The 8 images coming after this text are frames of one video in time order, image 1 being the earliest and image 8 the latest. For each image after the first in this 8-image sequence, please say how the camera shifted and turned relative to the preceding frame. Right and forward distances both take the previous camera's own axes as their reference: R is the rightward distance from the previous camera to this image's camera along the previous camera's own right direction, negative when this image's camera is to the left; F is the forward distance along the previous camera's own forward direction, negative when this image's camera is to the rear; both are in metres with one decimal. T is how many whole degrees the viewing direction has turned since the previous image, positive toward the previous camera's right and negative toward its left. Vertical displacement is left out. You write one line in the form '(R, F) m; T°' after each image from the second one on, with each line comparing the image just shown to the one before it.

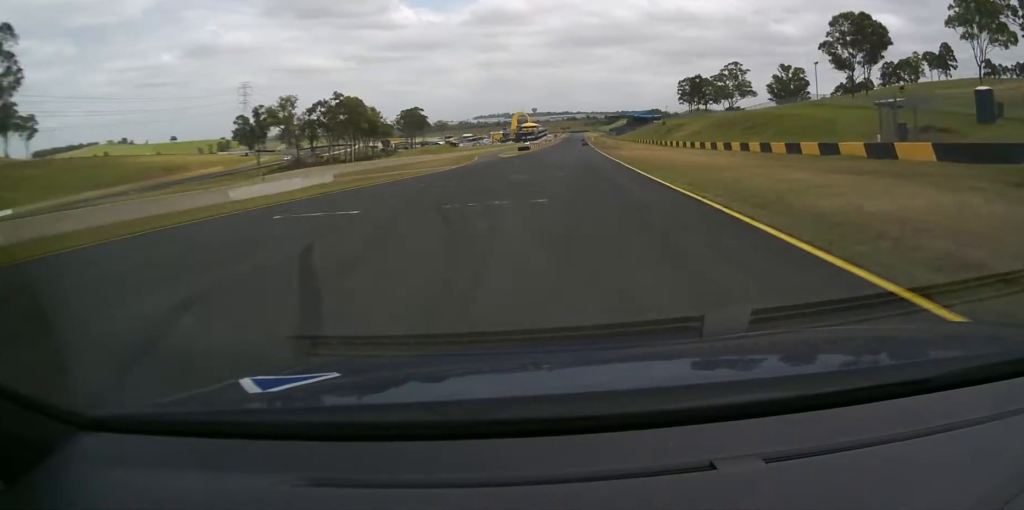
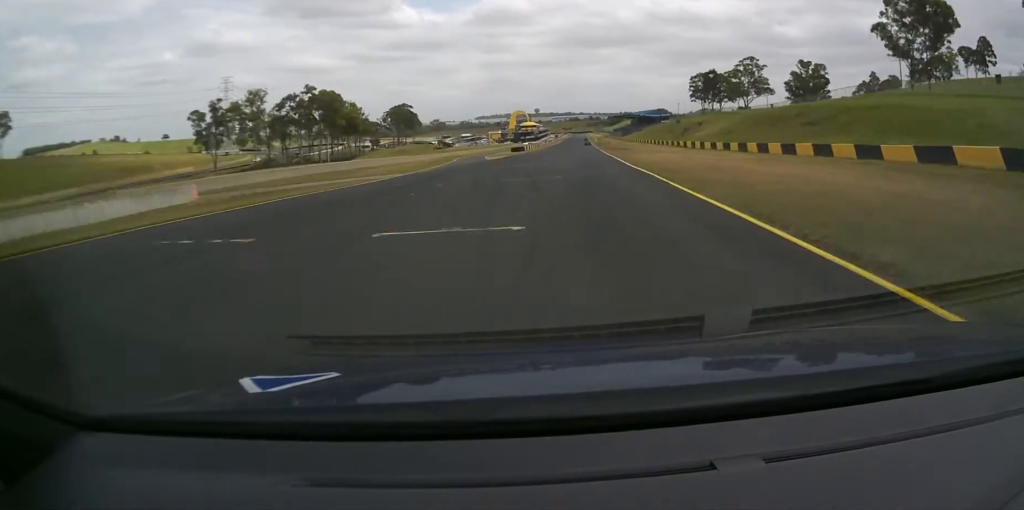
(-0.3, +22.5) m; 0°
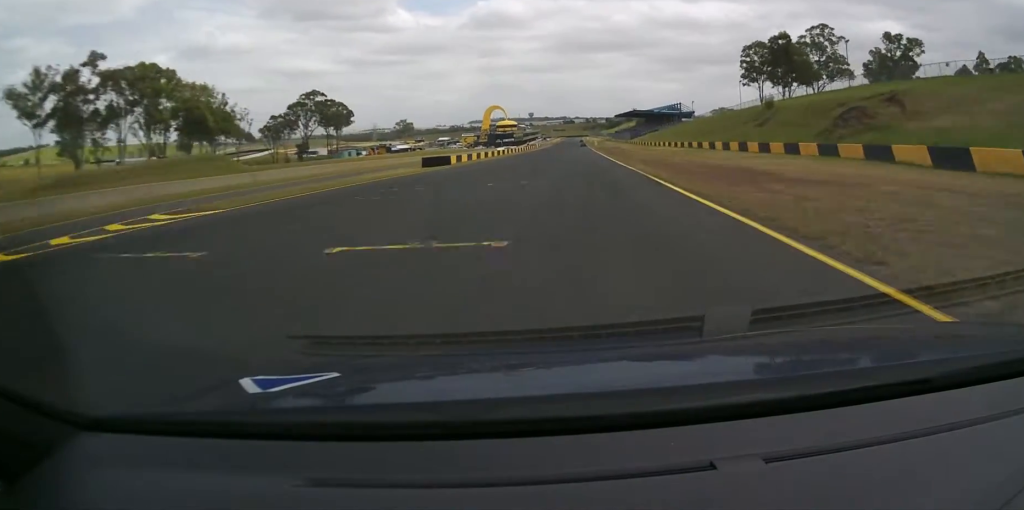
(-0.6, +81.8) m; -1°
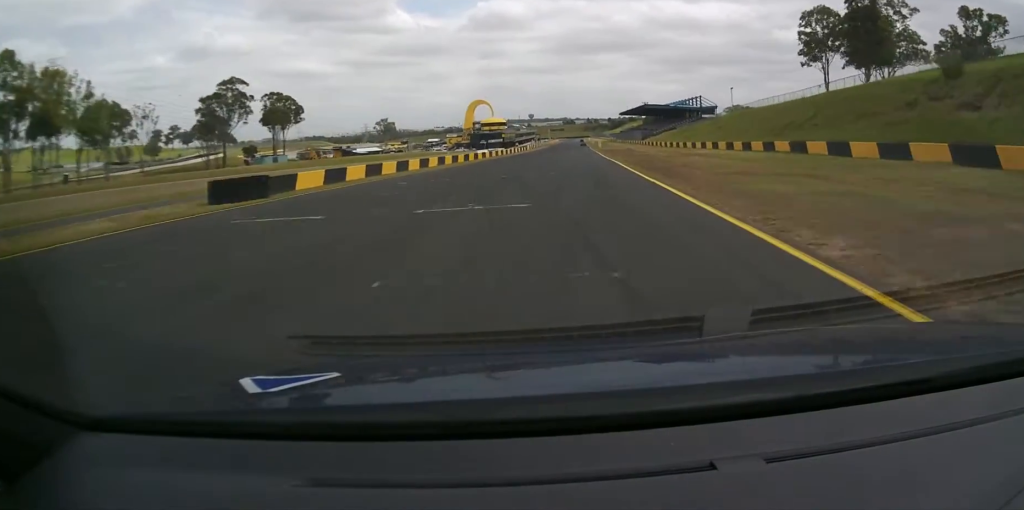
(-0.4, +41.1) m; 0°
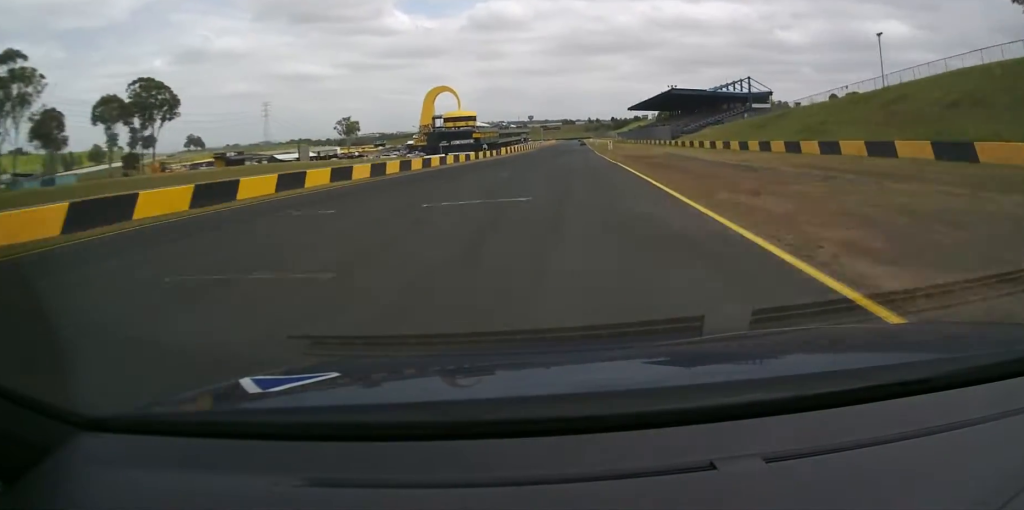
(+0.4, +58.2) m; 0°
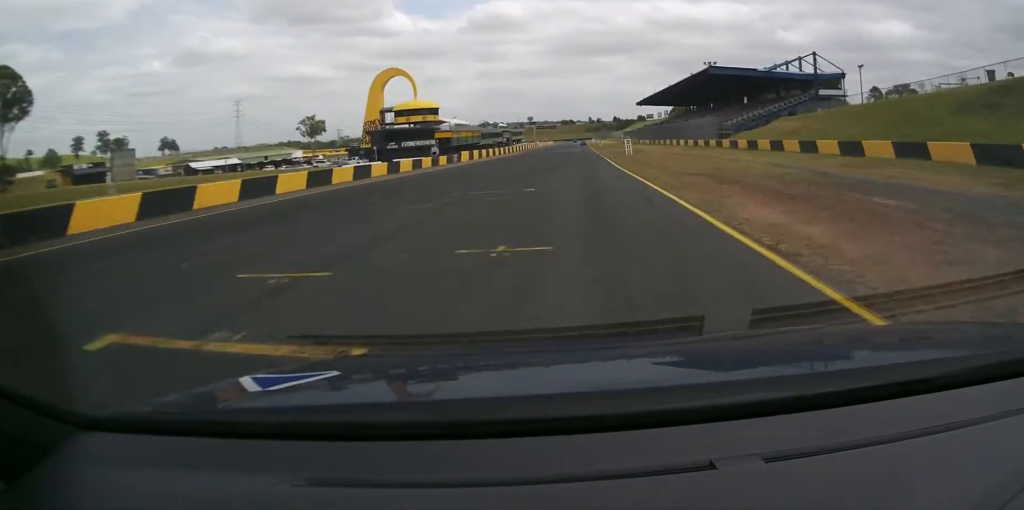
(0.0, +48.5) m; 0°
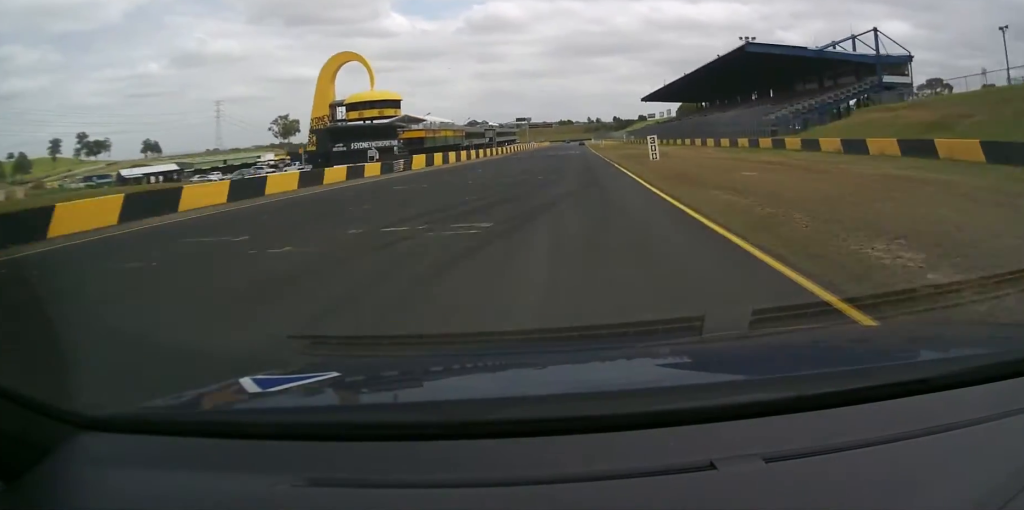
(0.0, +27.8) m; 0°
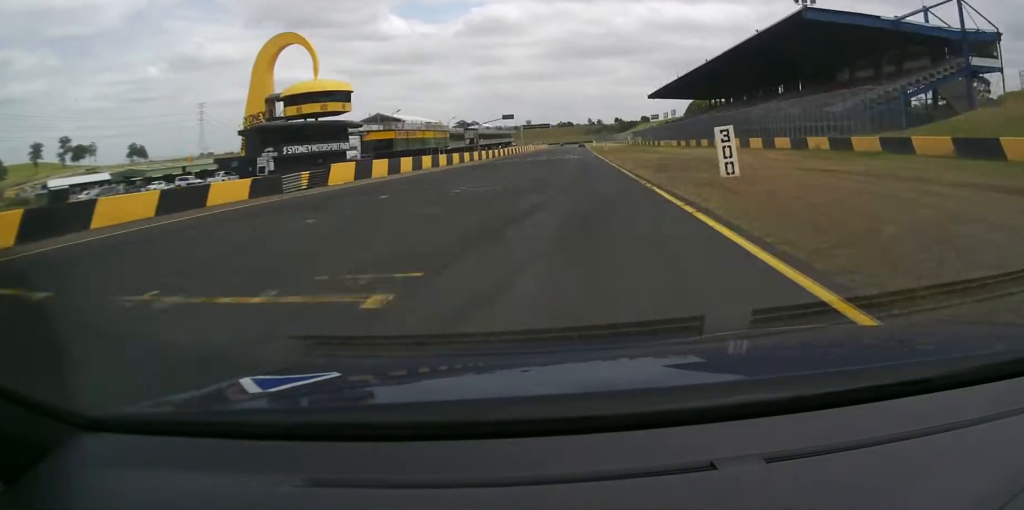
(0.0, +23.7) m; 0°
